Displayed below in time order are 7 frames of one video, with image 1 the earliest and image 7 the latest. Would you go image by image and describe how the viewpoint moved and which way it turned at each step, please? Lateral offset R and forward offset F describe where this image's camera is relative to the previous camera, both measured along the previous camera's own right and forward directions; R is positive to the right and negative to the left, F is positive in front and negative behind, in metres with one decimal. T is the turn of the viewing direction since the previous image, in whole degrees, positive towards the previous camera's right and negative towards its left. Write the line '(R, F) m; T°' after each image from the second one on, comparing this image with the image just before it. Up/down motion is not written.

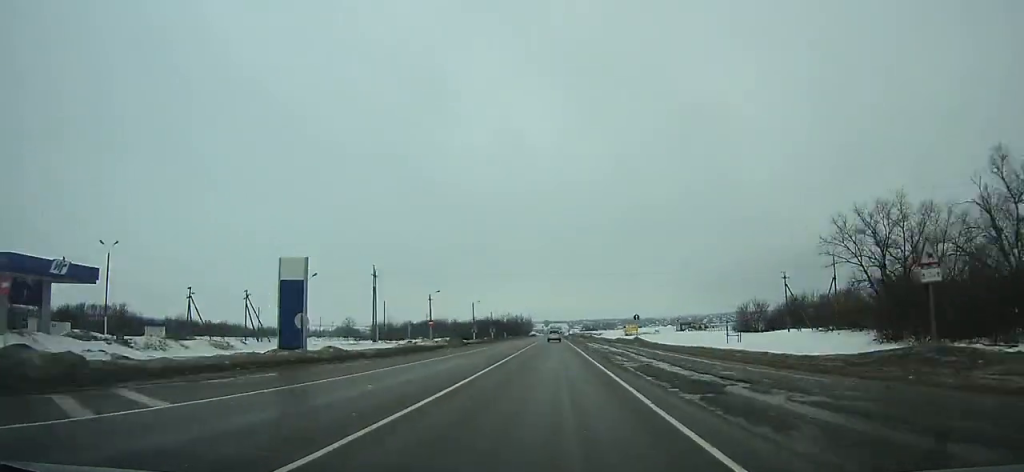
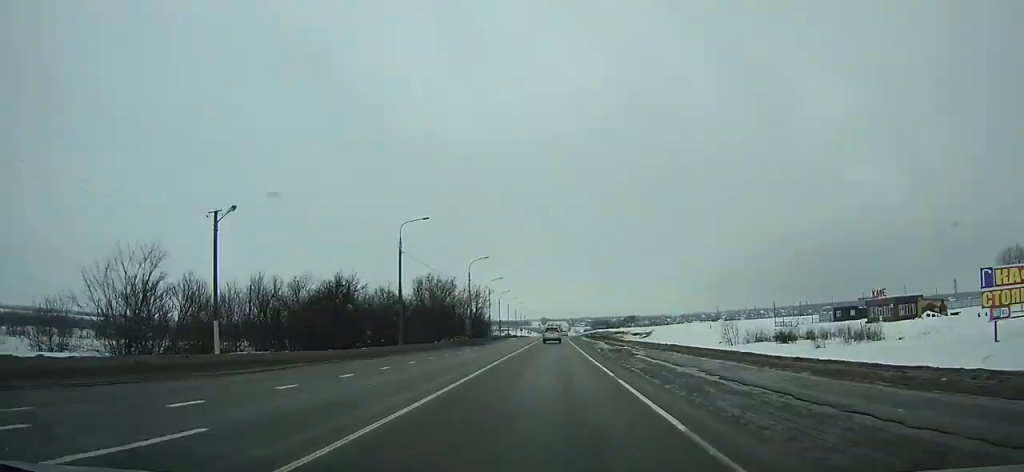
(+0.3, +169.7) m; +1°
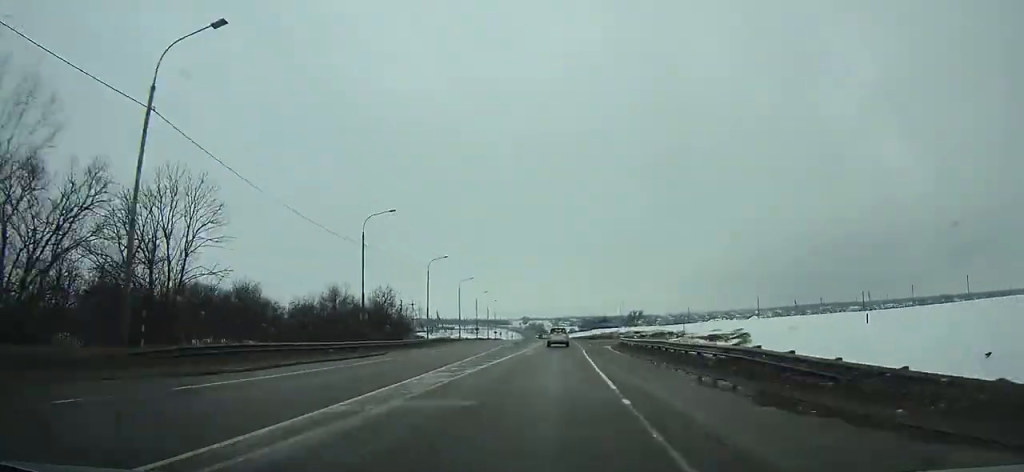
(+0.9, +89.7) m; +1°
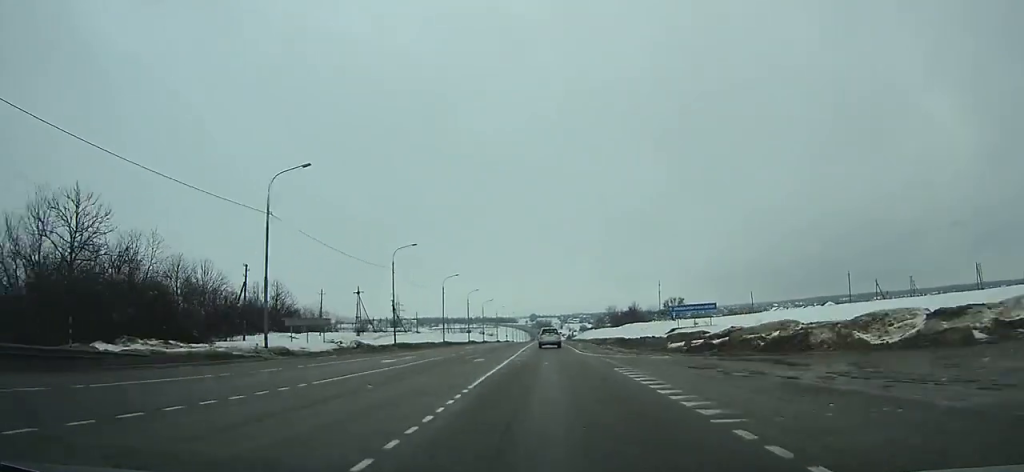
(0.0, +73.9) m; -1°
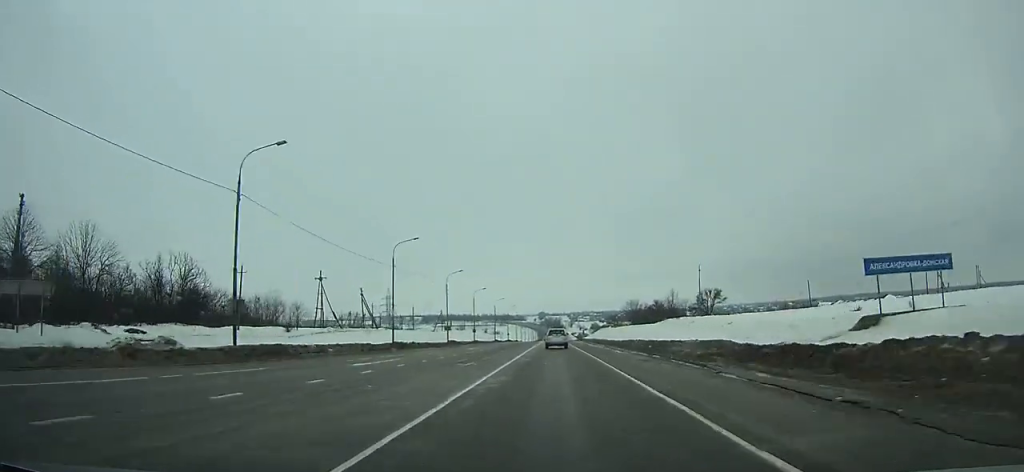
(-0.2, +35.4) m; -1°
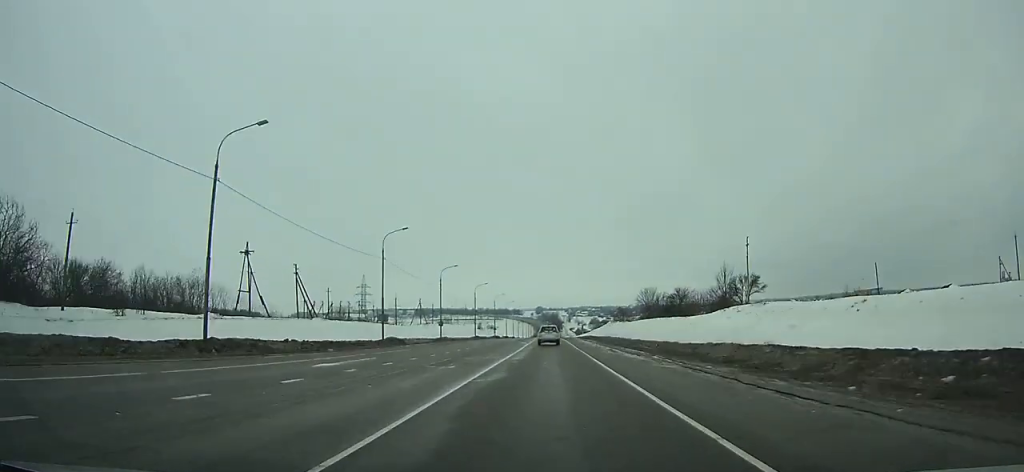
(-0.1, +32.6) m; 0°
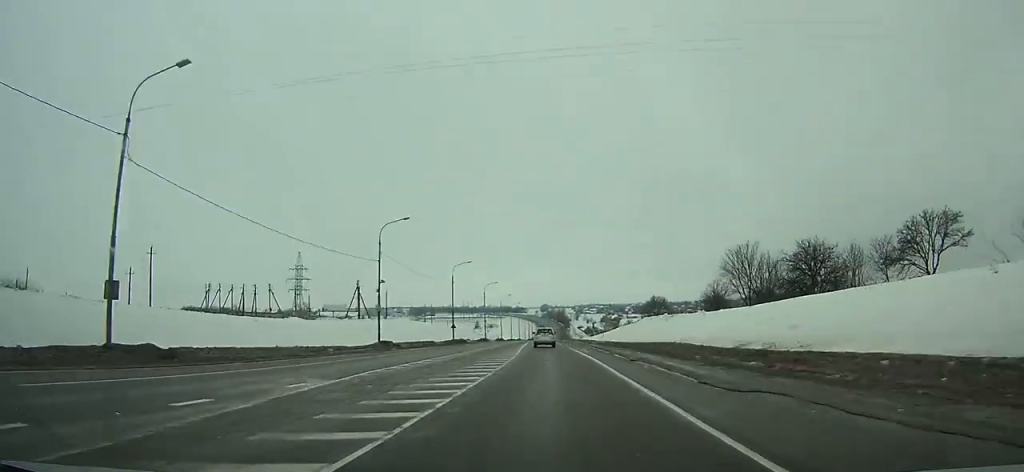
(-0.4, +67.2) m; -1°
